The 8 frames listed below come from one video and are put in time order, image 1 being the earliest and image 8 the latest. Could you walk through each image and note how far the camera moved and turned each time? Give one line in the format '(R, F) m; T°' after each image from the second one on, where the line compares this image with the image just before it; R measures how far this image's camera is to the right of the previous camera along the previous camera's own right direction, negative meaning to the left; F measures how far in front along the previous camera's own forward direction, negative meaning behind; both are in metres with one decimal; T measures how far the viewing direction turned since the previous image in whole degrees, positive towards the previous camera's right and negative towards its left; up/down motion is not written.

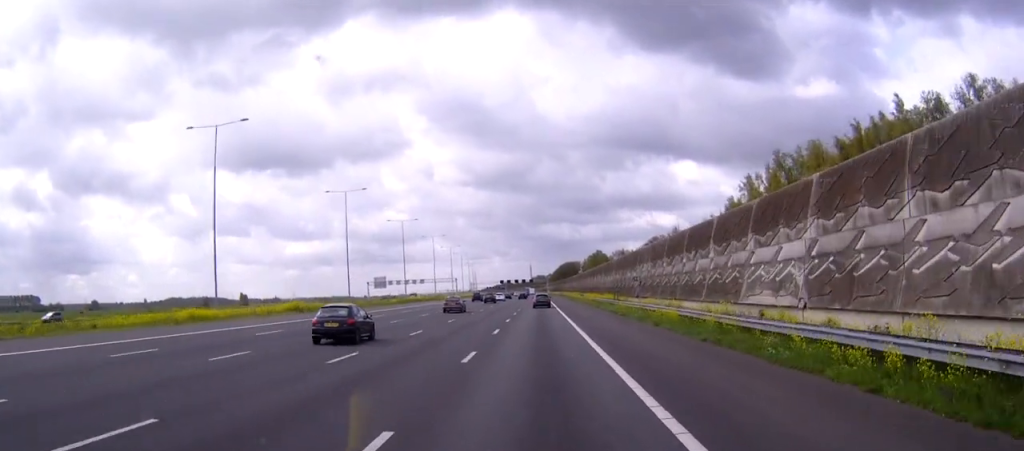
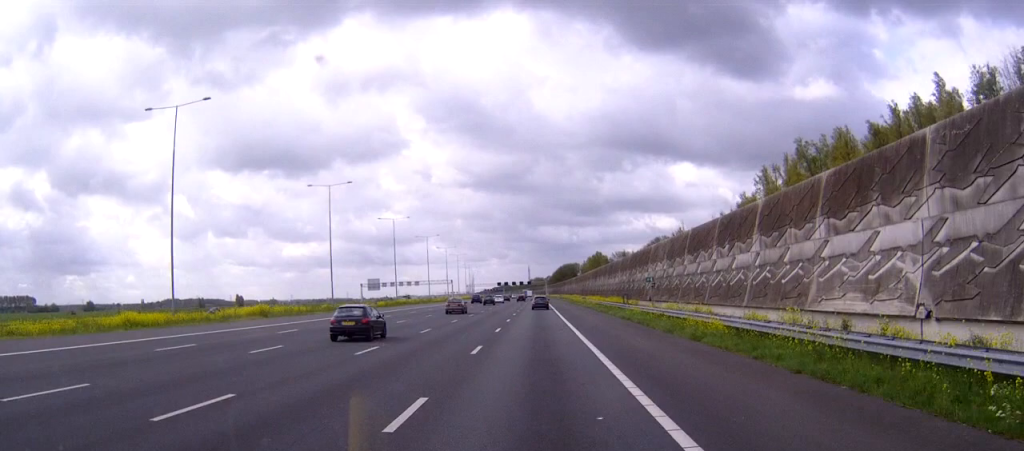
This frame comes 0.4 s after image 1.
(0.0, +9.2) m; 0°
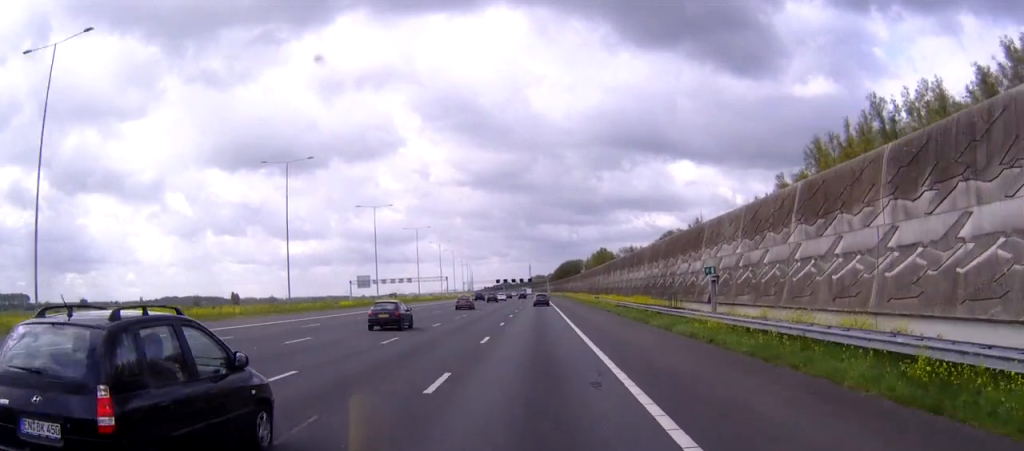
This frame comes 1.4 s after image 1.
(0.0, +21.3) m; 0°
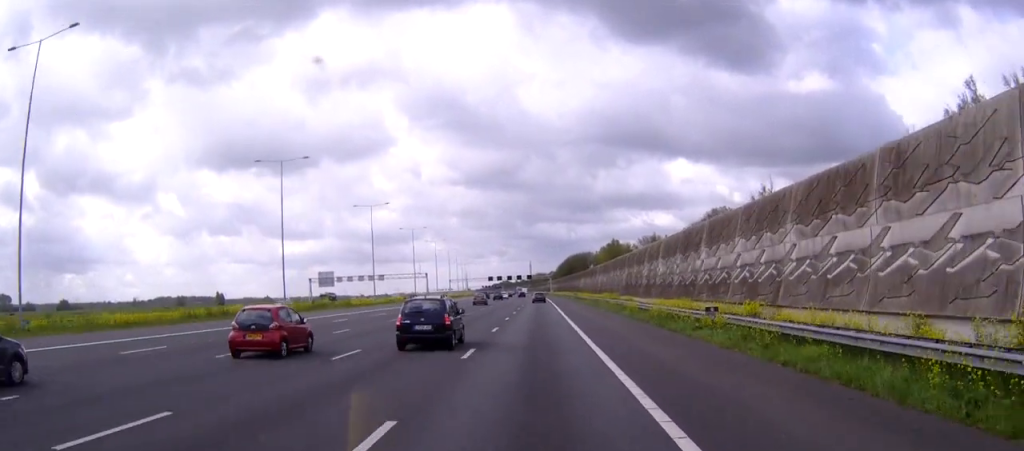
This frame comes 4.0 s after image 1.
(0.0, +55.5) m; 0°
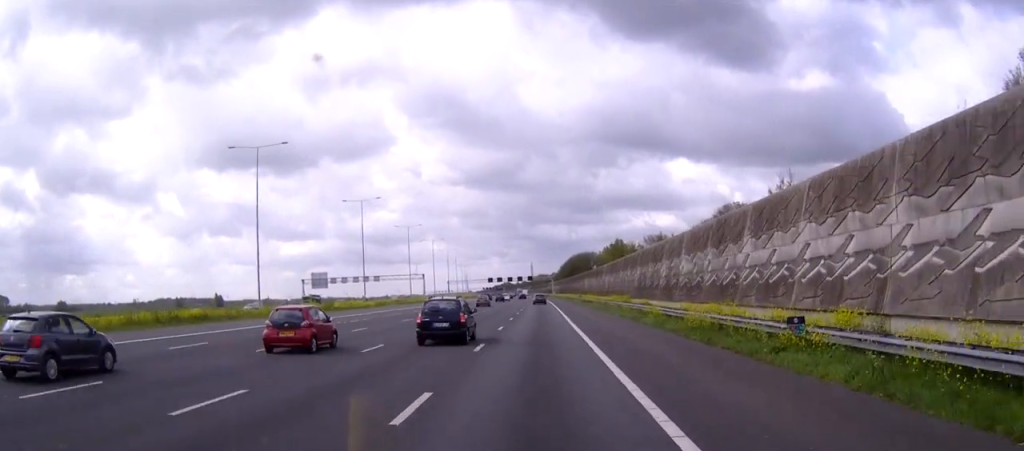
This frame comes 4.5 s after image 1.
(0.0, +9.3) m; 0°
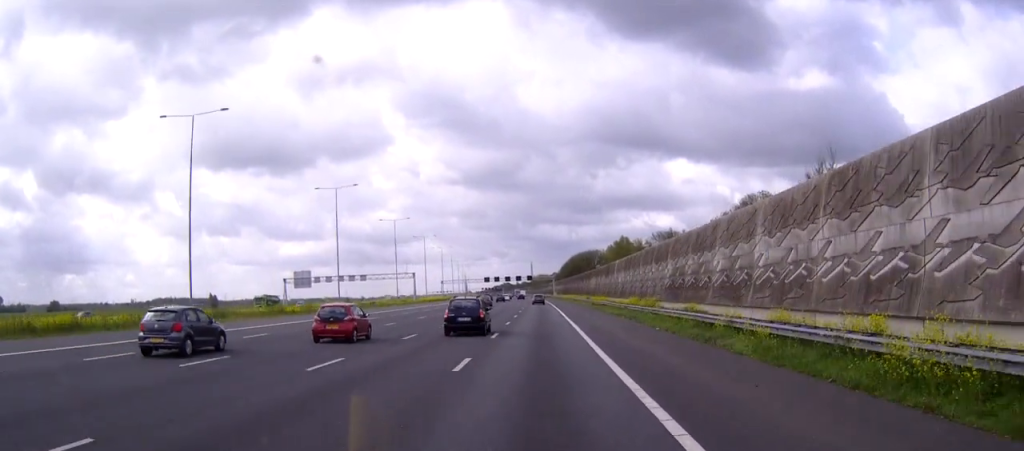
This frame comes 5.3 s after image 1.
(0.0, +17.9) m; 0°
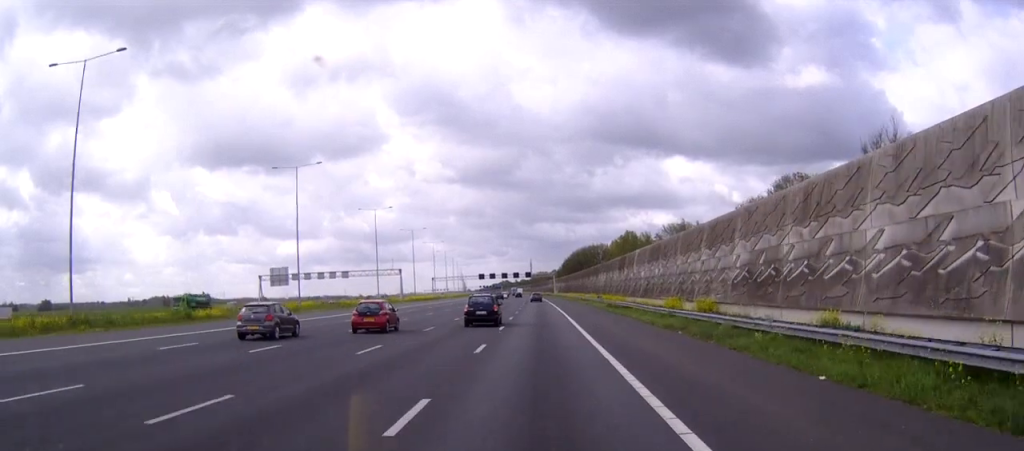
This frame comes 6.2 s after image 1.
(0.0, +20.1) m; 0°
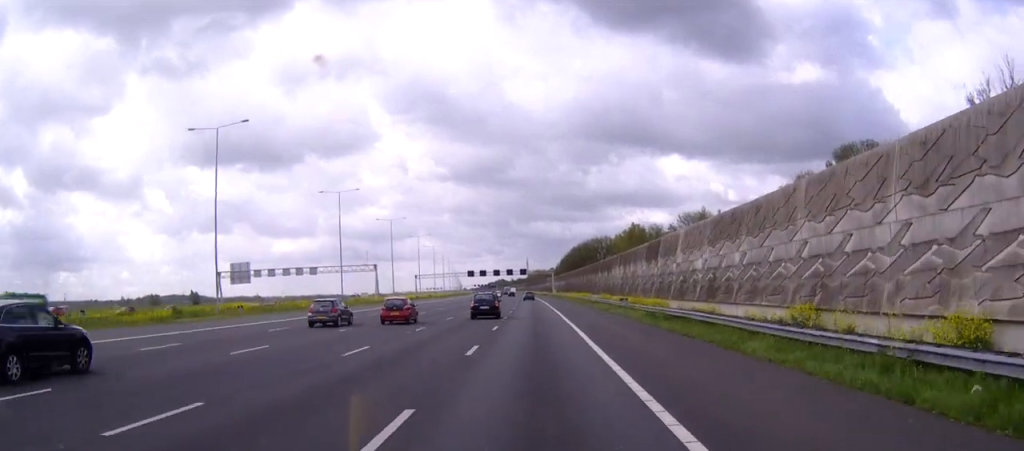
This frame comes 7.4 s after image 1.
(0.0, +25.8) m; 0°
